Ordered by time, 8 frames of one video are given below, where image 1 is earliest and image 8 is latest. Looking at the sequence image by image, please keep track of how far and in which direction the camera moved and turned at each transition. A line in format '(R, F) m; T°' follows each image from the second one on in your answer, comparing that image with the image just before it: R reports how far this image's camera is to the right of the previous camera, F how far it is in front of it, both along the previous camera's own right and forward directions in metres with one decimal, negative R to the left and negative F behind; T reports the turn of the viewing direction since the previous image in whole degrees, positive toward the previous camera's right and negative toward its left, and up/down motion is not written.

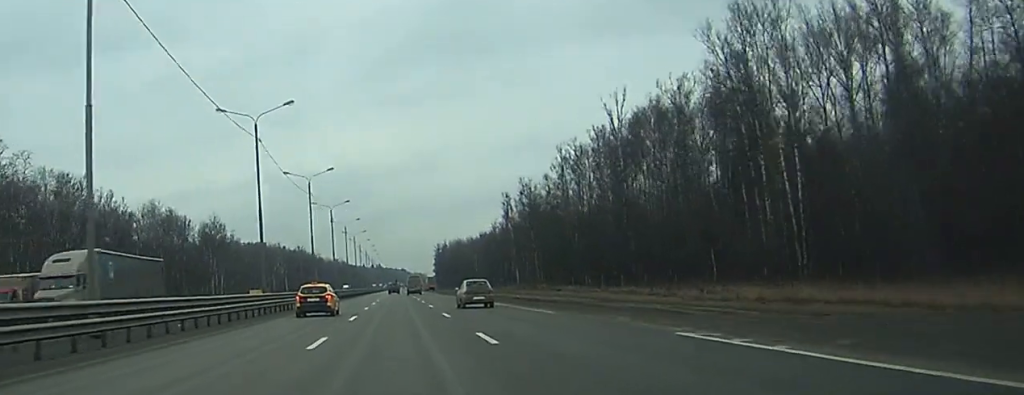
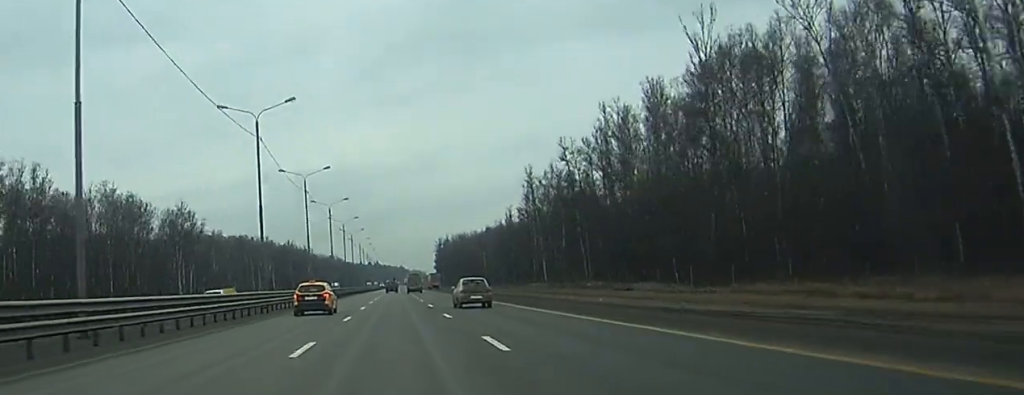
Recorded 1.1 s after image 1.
(0.0, +34.1) m; 0°
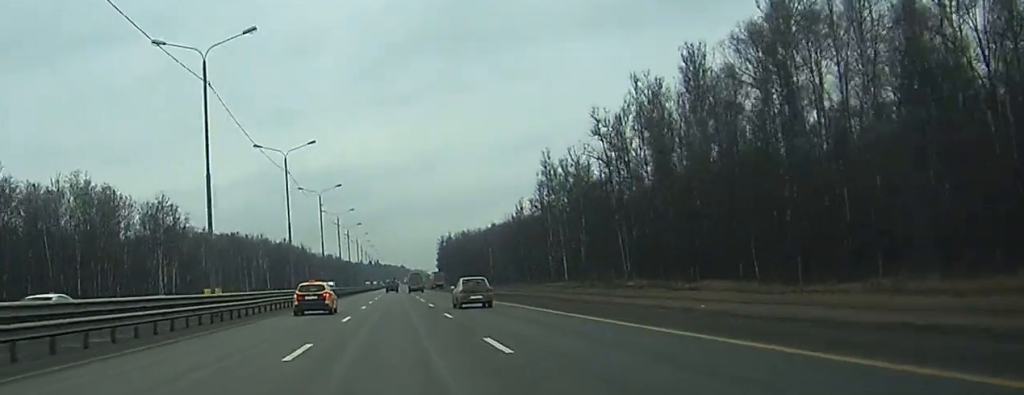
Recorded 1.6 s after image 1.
(-0.1, +16.1) m; 0°
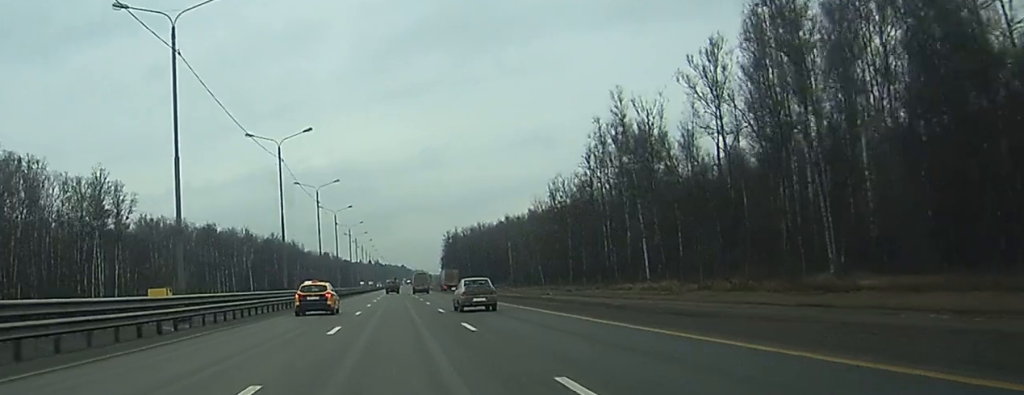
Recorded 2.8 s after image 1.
(-0.1, +39.8) m; 0°
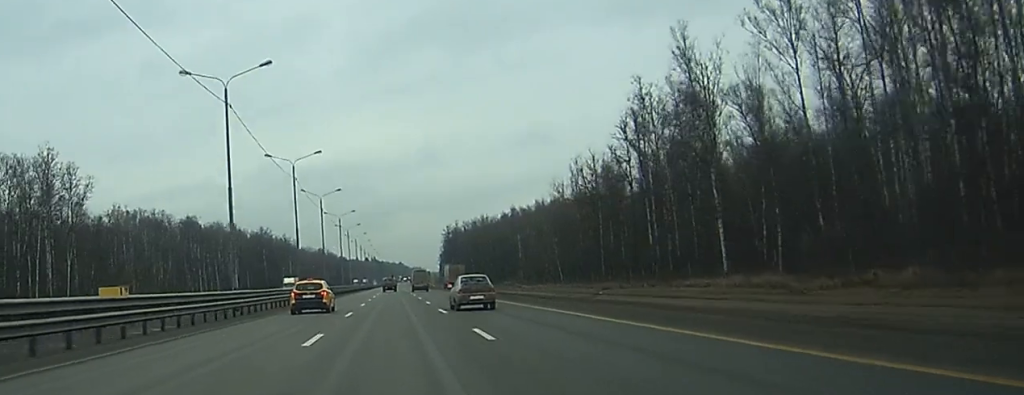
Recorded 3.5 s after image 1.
(0.0, +21.7) m; 0°
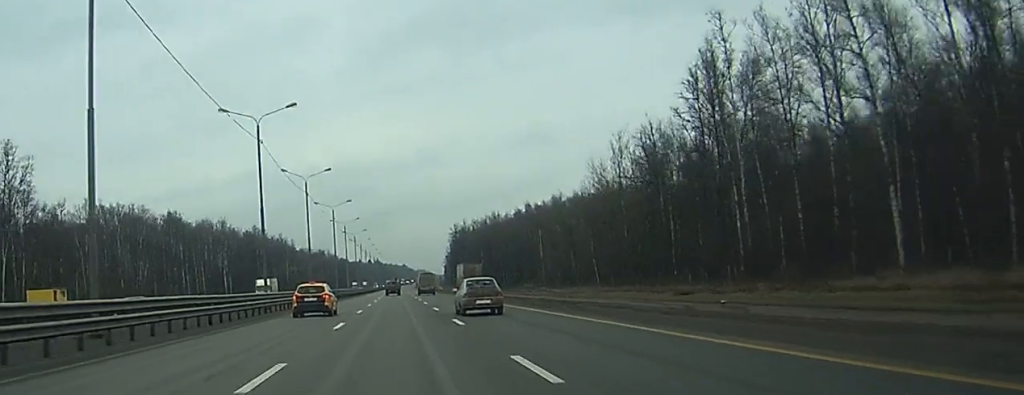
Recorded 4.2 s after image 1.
(+0.1, +22.8) m; 0°
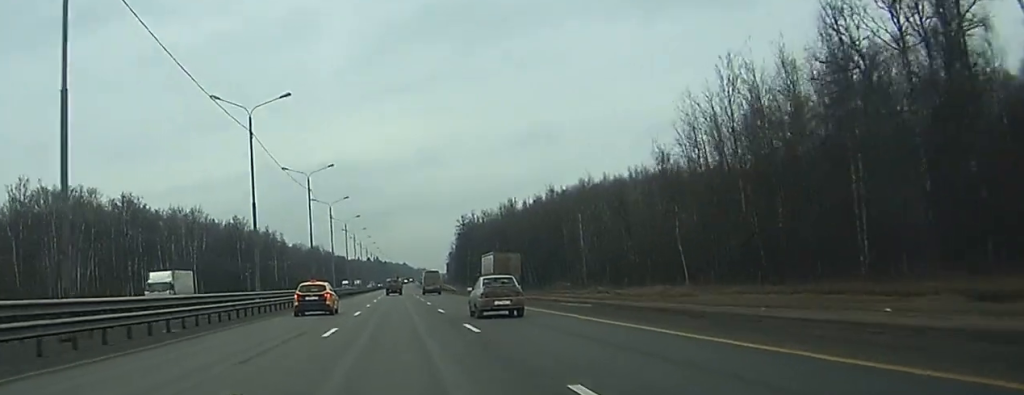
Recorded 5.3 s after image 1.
(0.0, +37.0) m; 0°
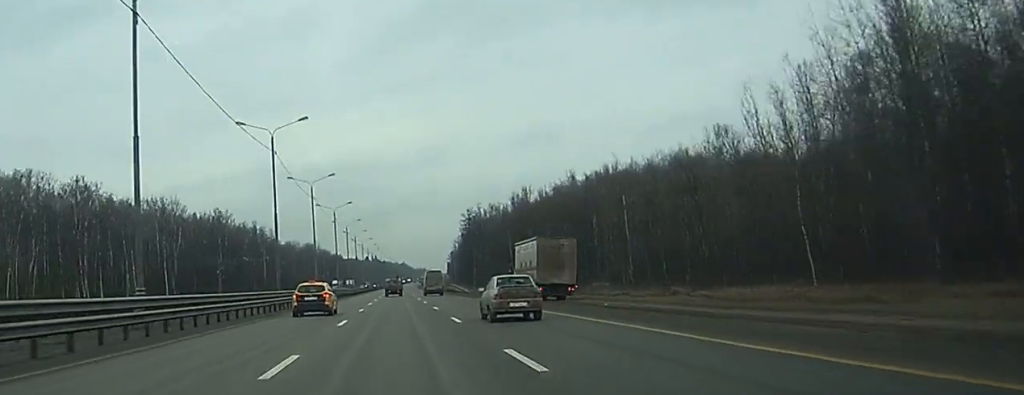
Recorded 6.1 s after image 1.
(0.0, +26.2) m; 0°
